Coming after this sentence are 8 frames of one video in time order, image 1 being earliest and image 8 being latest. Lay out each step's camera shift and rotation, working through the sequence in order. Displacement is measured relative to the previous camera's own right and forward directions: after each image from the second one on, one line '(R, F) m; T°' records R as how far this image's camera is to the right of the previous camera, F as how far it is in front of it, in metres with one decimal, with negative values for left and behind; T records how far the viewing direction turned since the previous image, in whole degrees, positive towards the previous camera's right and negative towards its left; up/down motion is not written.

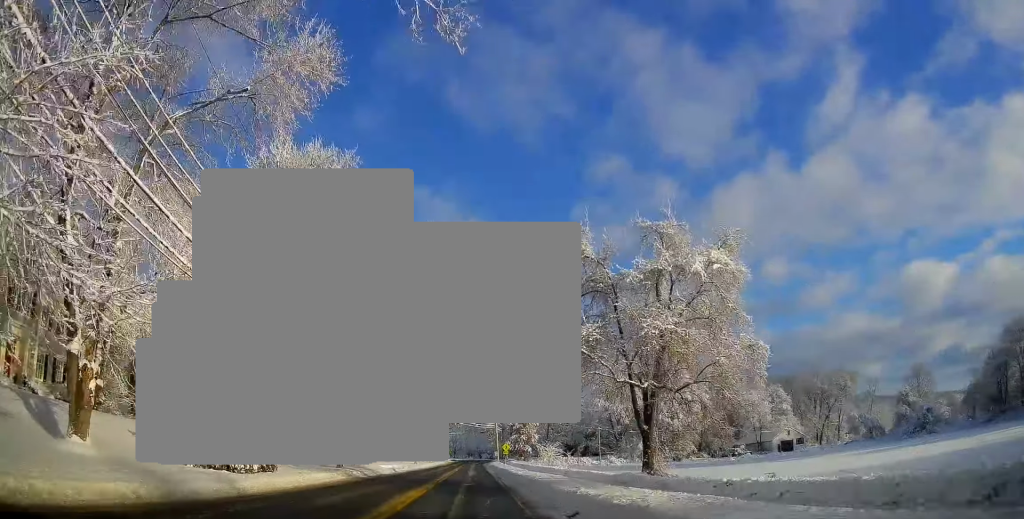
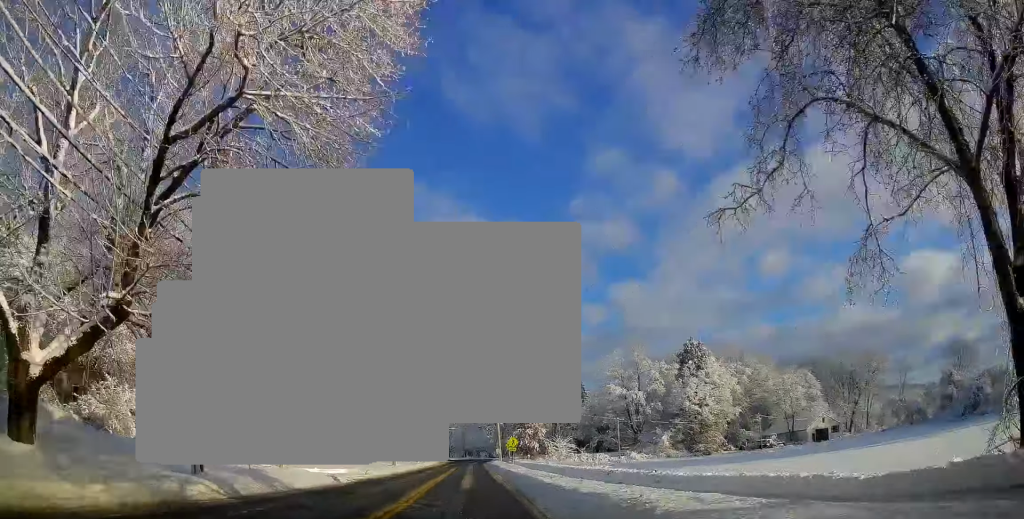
(-0.5, +17.6) m; 0°
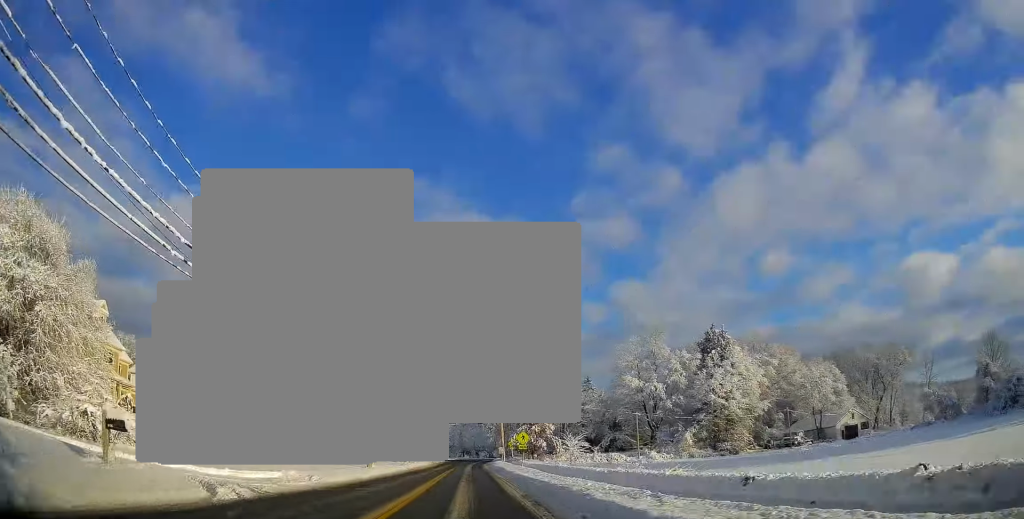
(+0.3, +12.1) m; +1°
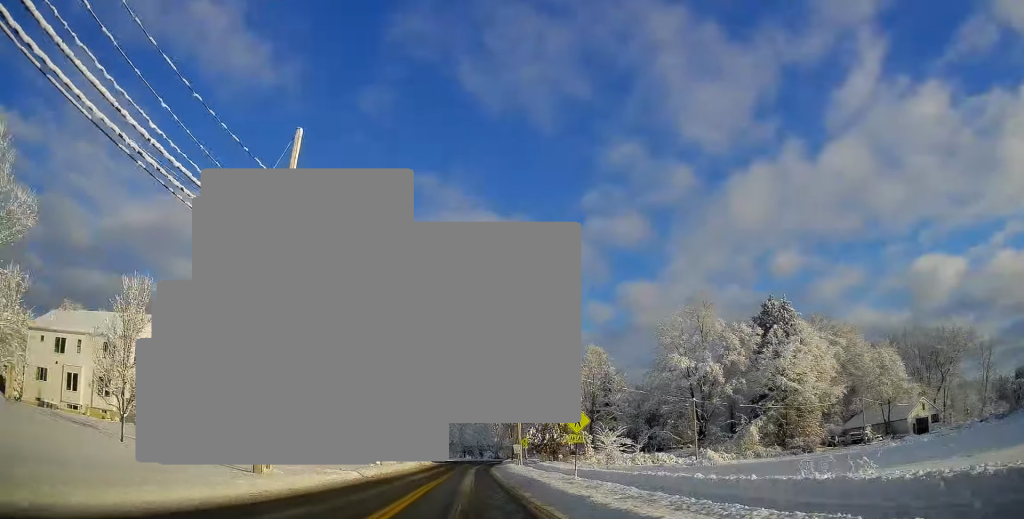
(0.0, +22.4) m; 0°
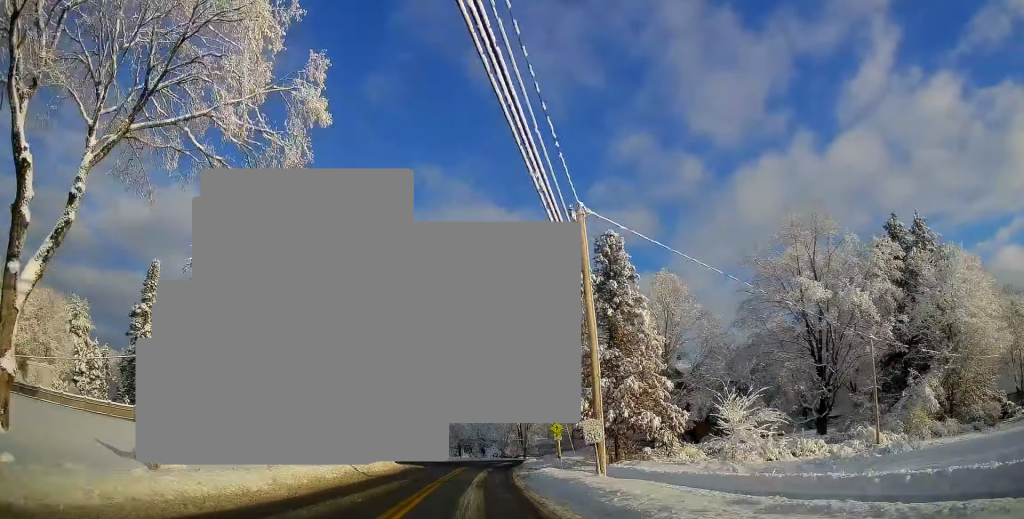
(-0.5, +32.6) m; -1°
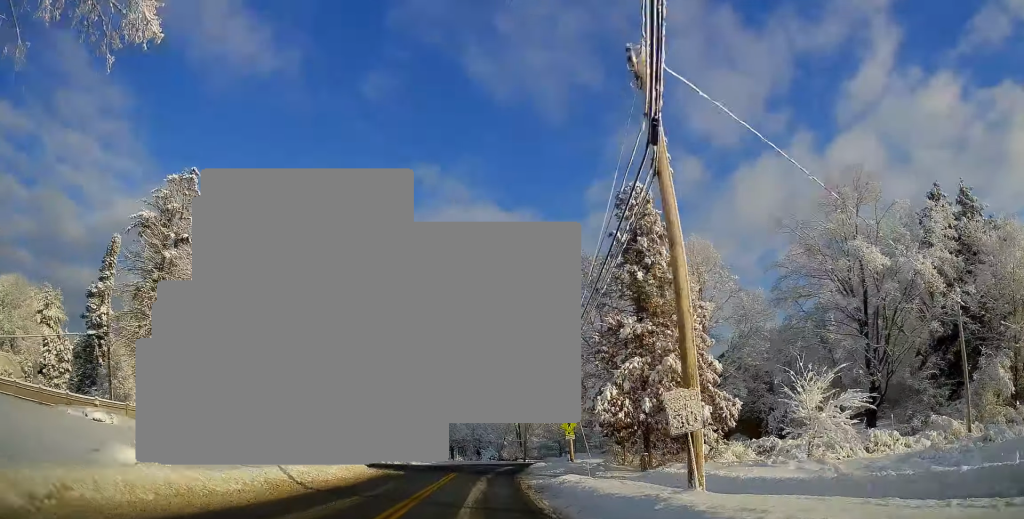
(+0.2, +8.8) m; +1°
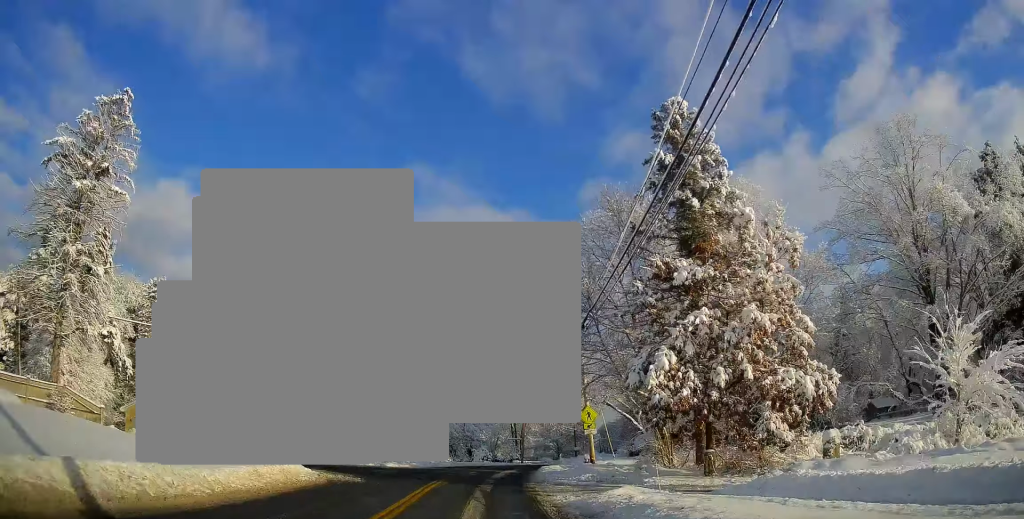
(+0.1, +9.9) m; +1°
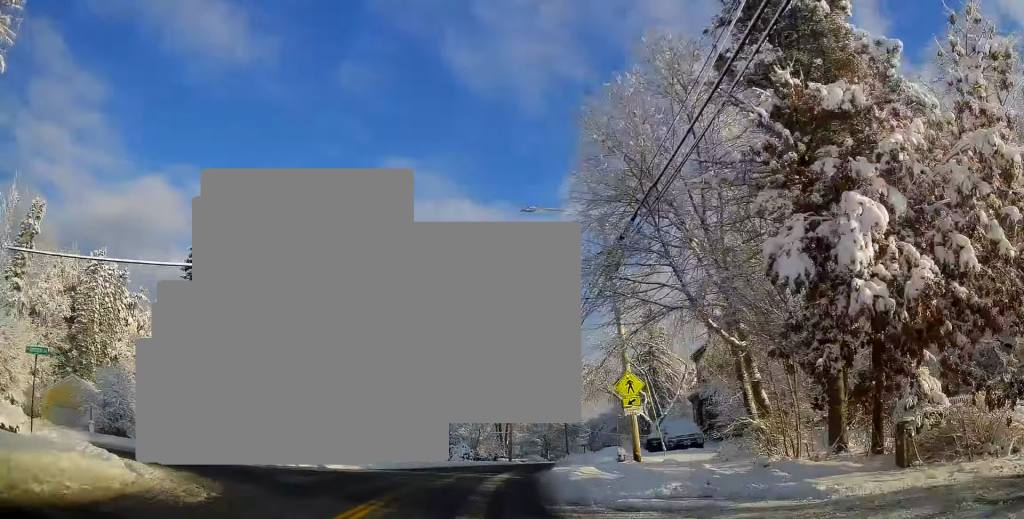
(+0.1, +12.1) m; 0°
